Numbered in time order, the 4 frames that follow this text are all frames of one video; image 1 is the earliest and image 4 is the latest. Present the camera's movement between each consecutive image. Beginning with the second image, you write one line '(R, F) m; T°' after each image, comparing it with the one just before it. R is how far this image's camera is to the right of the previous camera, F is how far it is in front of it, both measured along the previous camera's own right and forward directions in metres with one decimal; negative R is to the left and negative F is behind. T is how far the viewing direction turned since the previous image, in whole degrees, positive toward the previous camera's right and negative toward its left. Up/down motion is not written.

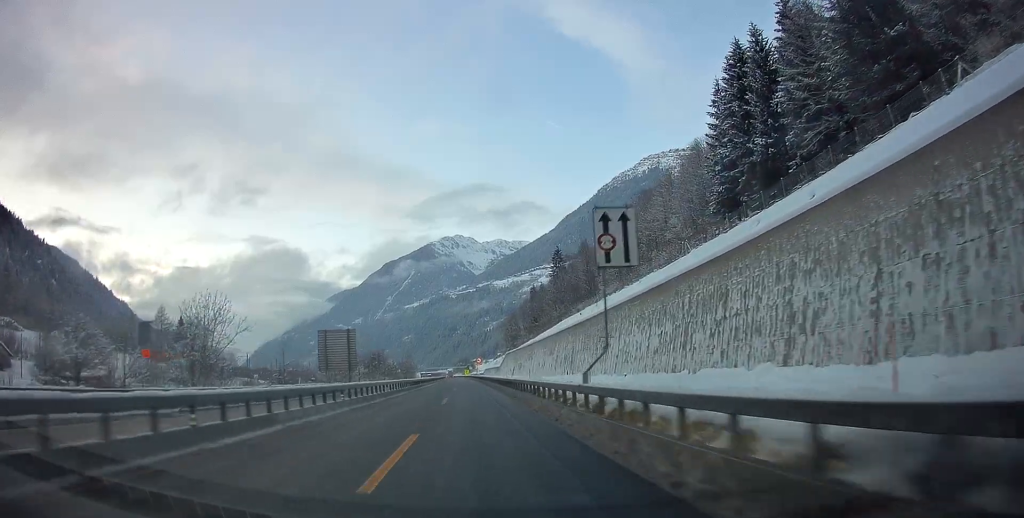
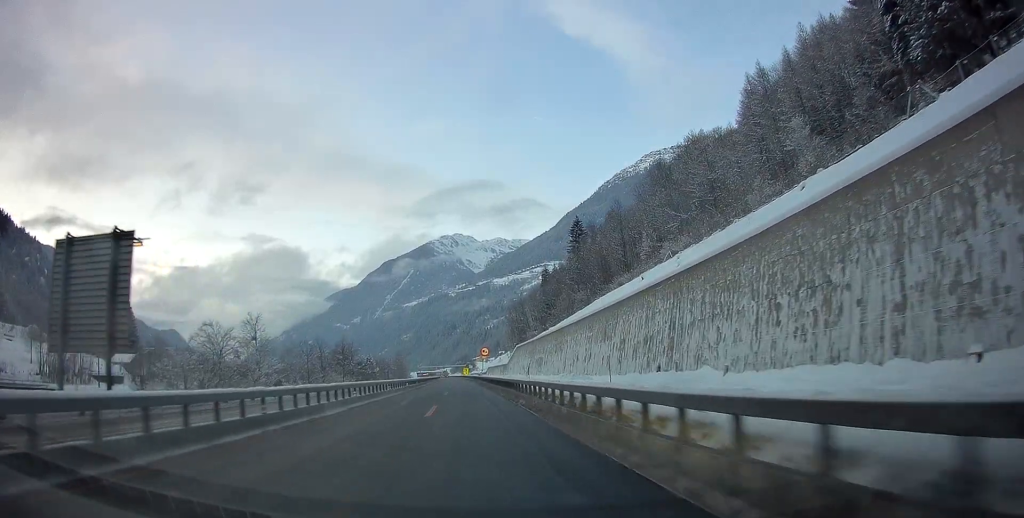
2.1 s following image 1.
(0.0, +44.2) m; 0°
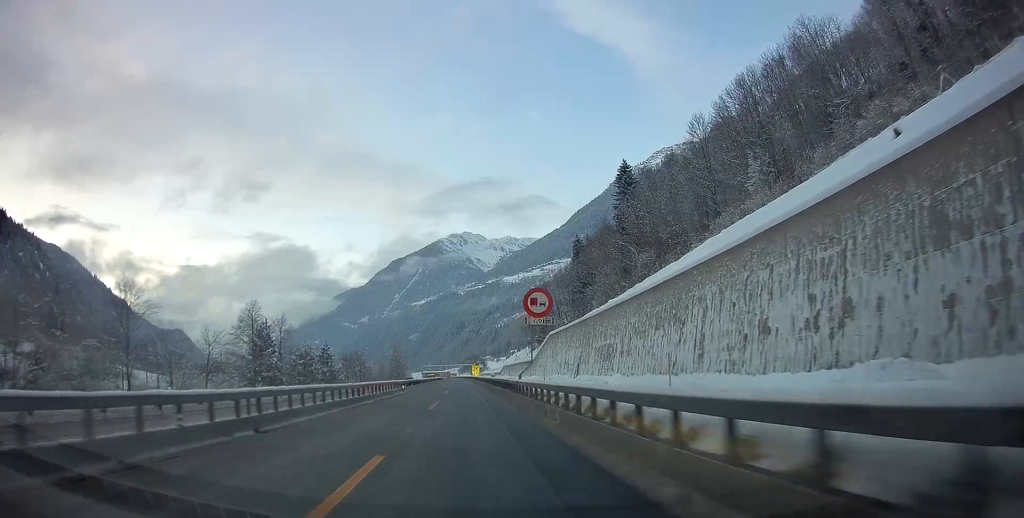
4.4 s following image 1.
(-0.1, +50.7) m; -1°
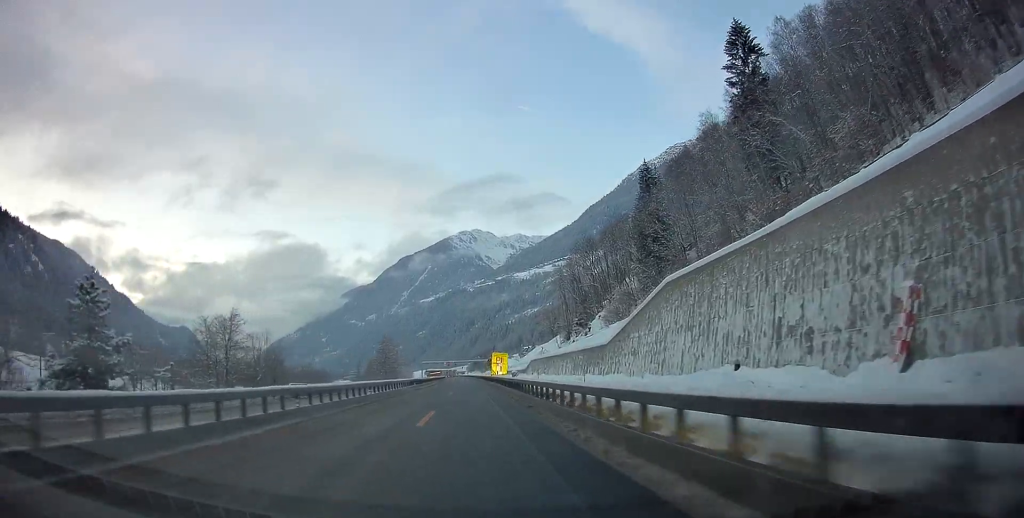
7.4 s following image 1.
(-0.6, +62.8) m; -1°
